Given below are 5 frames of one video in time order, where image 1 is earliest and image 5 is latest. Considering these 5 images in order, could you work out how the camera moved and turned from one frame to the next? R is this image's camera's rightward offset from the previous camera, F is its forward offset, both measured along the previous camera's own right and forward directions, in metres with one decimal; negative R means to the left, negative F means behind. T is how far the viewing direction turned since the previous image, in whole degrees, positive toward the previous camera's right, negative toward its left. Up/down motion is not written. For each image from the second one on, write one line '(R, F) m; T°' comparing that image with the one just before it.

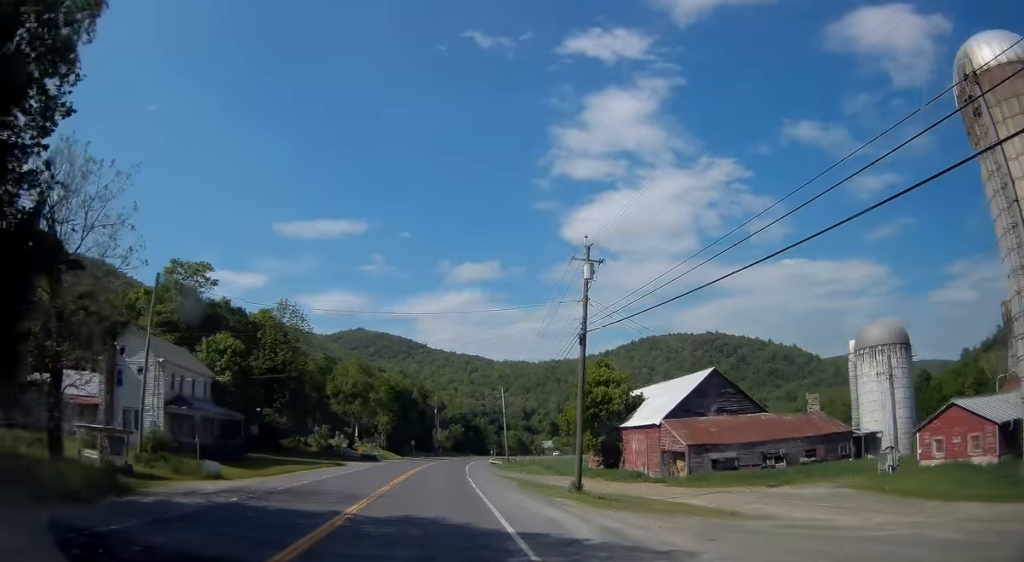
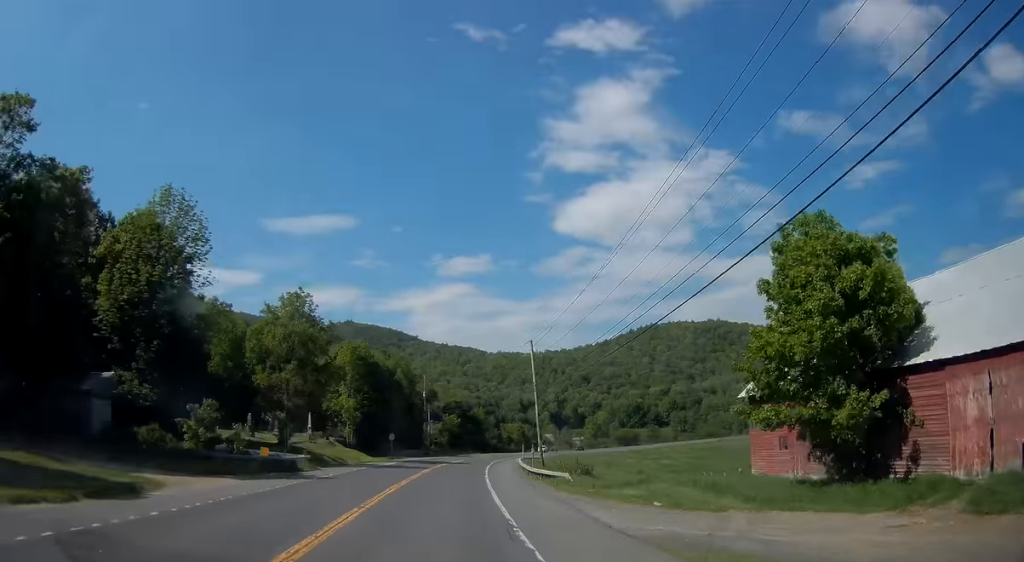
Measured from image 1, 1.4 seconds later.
(0.0, +35.2) m; 0°
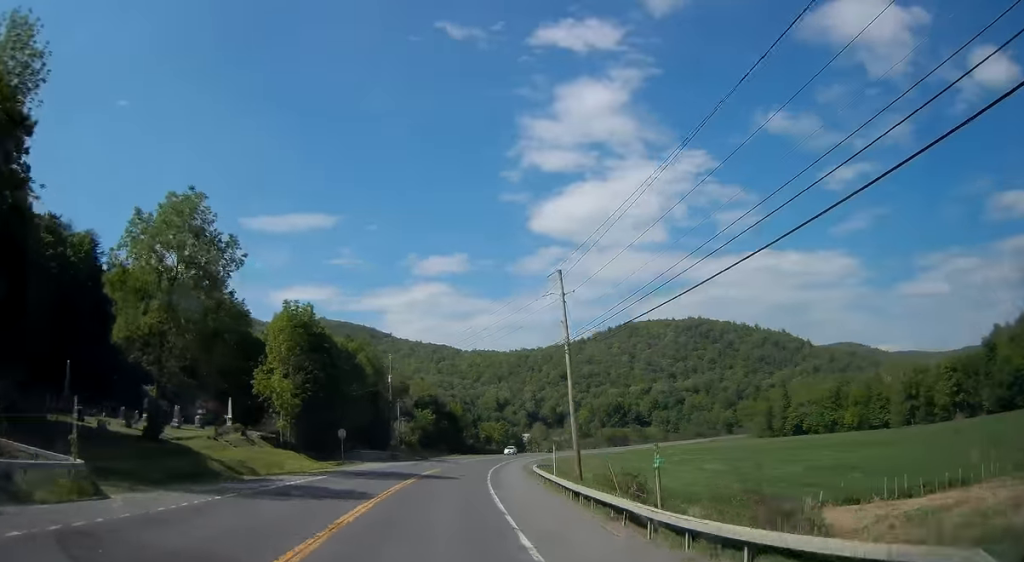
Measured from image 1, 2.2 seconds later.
(+0.1, +21.5) m; +1°
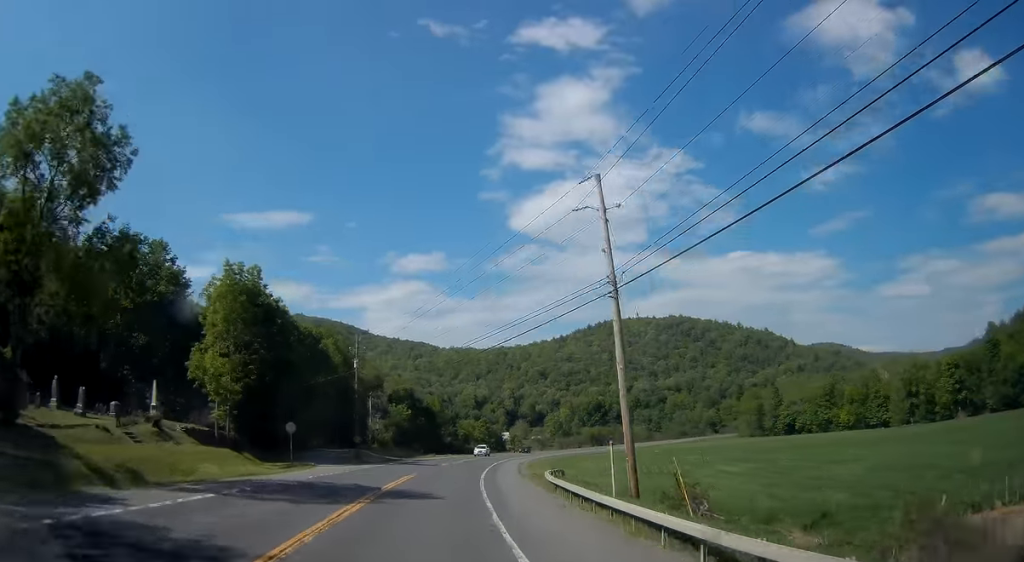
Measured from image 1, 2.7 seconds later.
(-0.1, +12.1) m; +1°
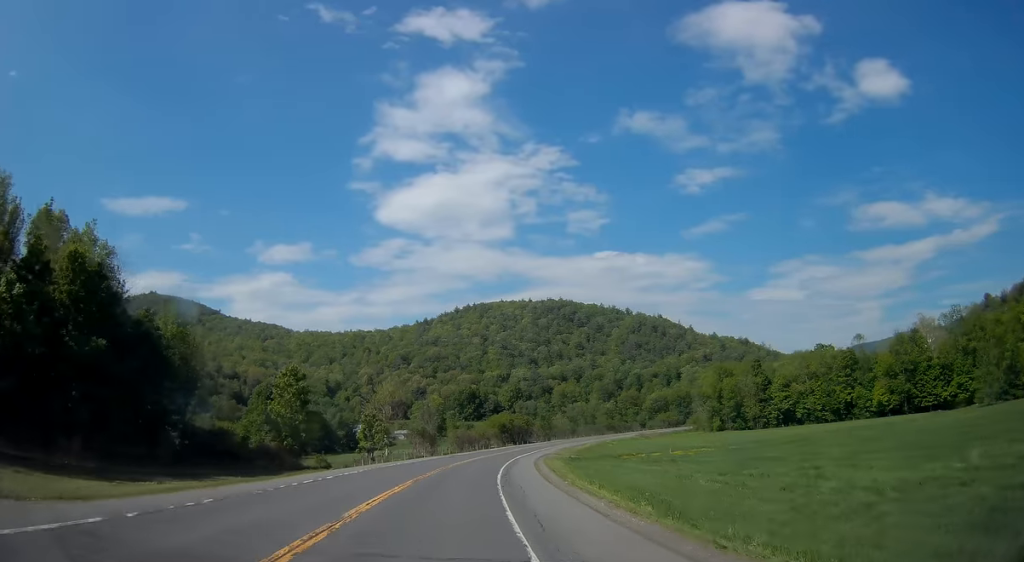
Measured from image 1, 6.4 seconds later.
(+11.1, +96.0) m; +13°
